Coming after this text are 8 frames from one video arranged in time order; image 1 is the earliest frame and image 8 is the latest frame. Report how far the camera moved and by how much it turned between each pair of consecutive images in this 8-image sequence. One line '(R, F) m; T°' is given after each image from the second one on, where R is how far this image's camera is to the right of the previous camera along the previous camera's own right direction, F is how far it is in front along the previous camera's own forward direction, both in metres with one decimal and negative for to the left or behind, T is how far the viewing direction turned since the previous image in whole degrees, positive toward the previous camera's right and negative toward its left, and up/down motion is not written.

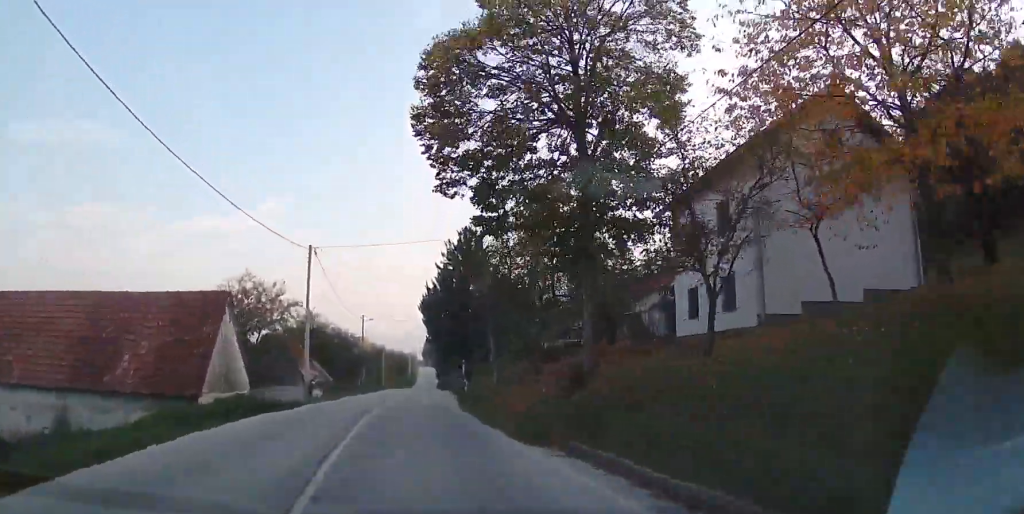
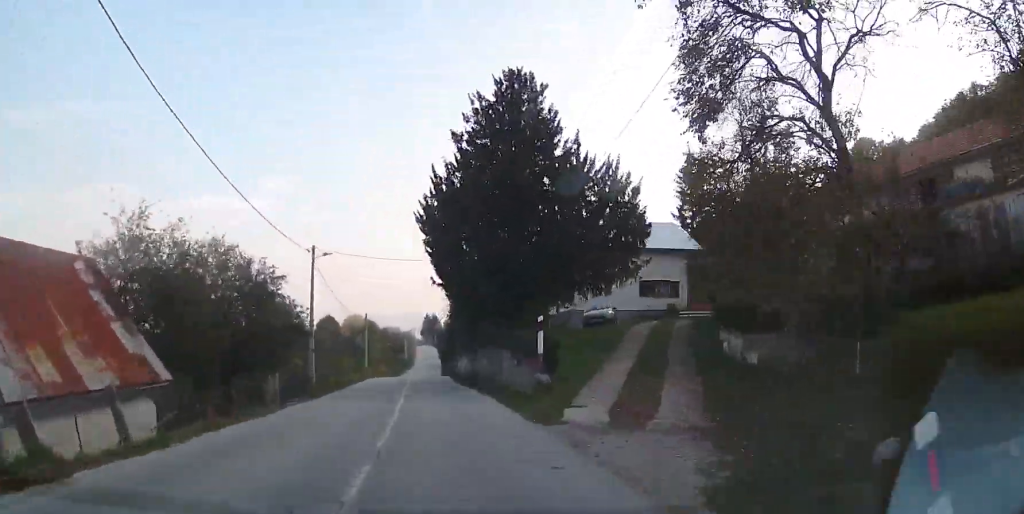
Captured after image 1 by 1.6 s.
(0.0, +26.6) m; +1°
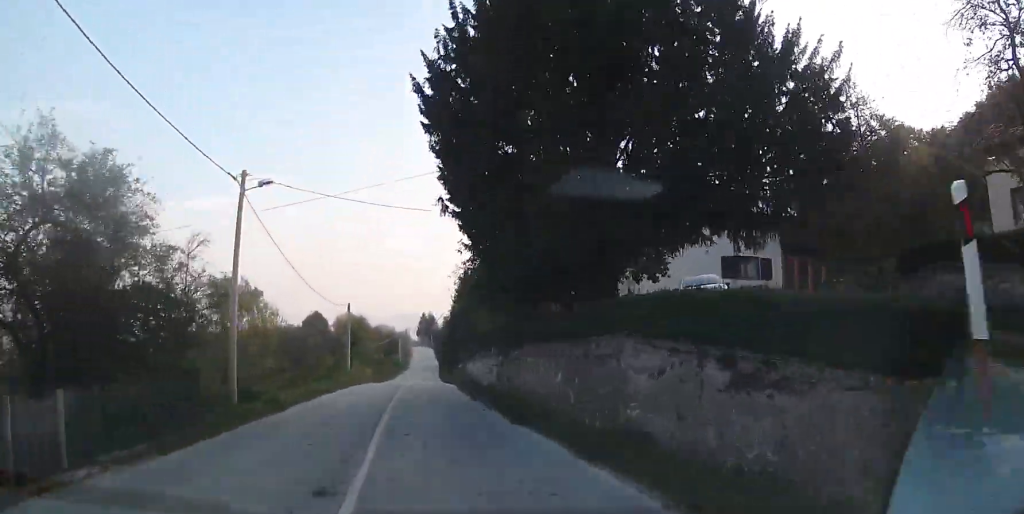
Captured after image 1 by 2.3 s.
(+0.3, +12.4) m; +1°
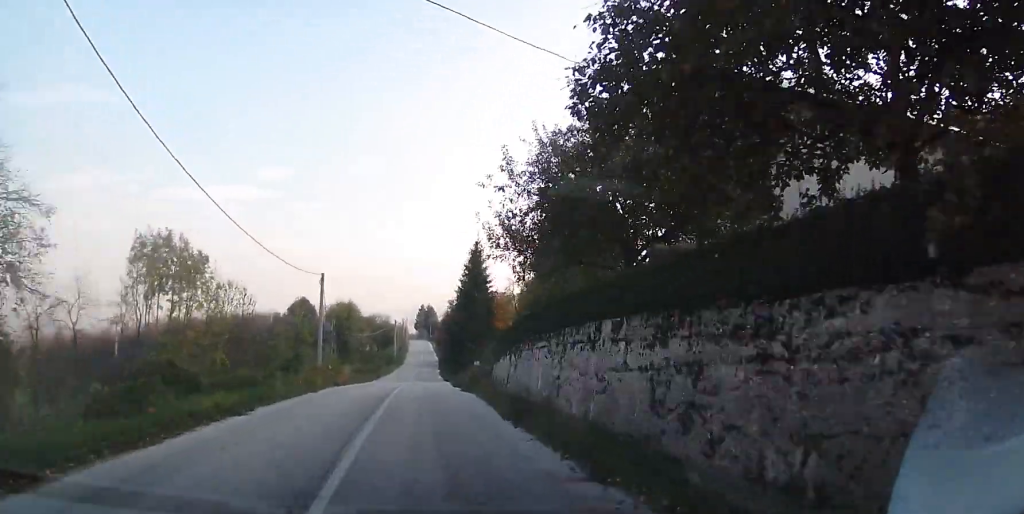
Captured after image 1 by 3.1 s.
(+0.1, +13.9) m; 0°
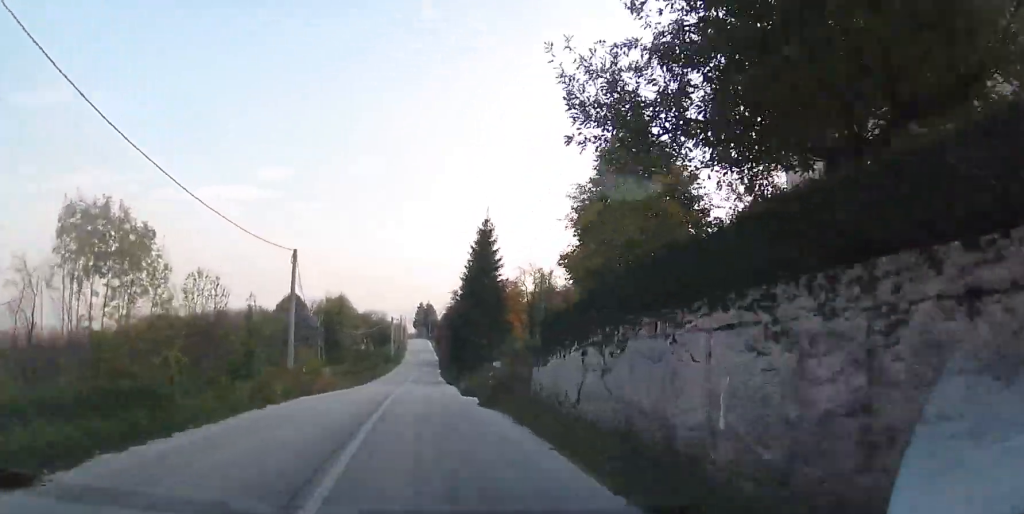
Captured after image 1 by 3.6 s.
(0.0, +8.2) m; 0°
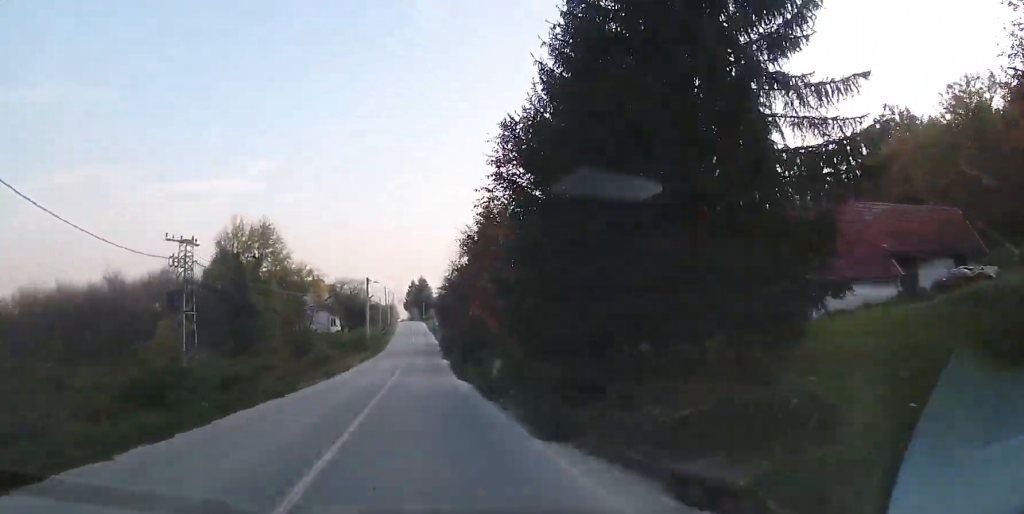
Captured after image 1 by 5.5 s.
(+0.4, +35.3) m; -1°
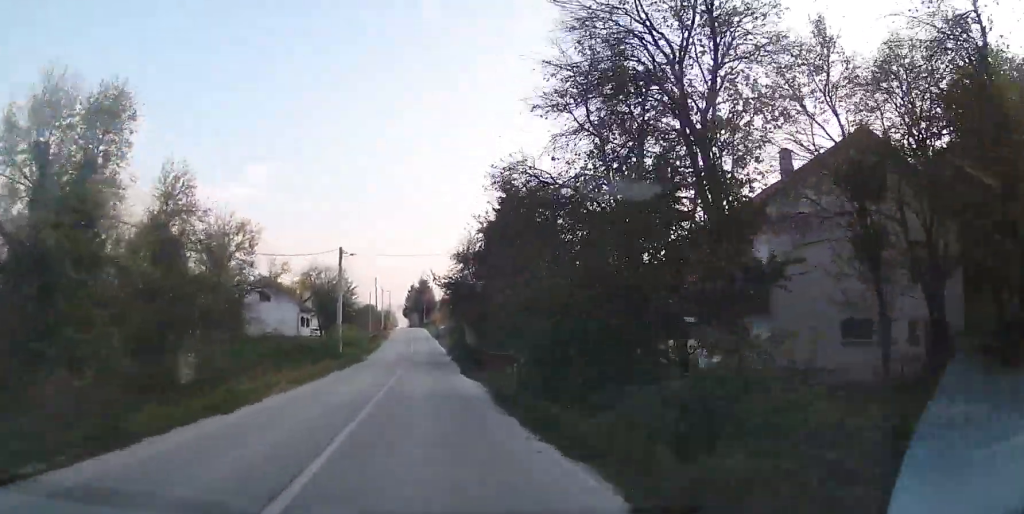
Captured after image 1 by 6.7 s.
(-0.4, +22.3) m; +1°
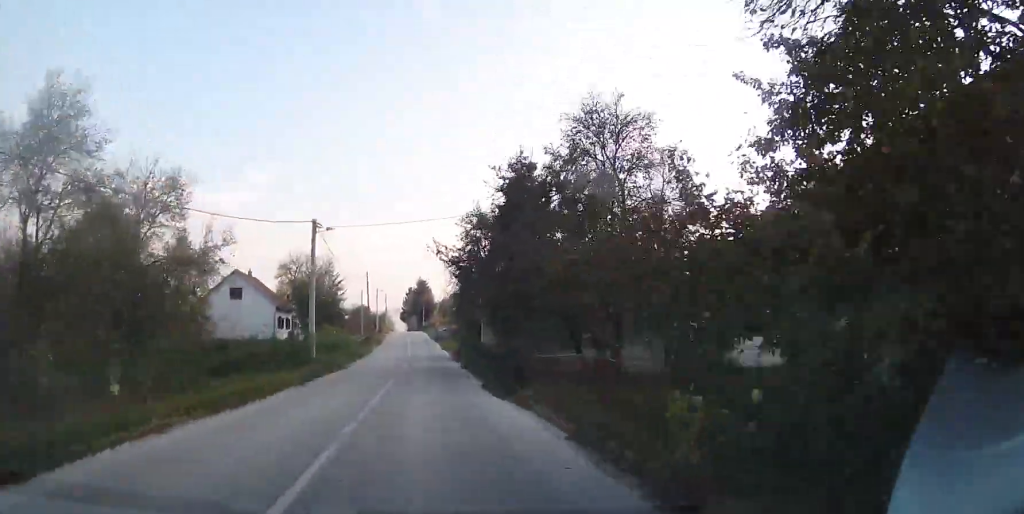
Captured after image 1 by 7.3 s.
(+0.3, +10.1) m; +1°
